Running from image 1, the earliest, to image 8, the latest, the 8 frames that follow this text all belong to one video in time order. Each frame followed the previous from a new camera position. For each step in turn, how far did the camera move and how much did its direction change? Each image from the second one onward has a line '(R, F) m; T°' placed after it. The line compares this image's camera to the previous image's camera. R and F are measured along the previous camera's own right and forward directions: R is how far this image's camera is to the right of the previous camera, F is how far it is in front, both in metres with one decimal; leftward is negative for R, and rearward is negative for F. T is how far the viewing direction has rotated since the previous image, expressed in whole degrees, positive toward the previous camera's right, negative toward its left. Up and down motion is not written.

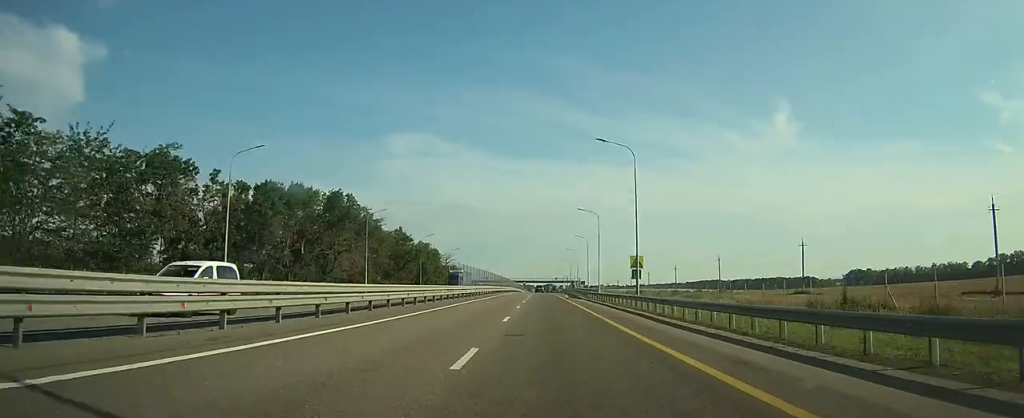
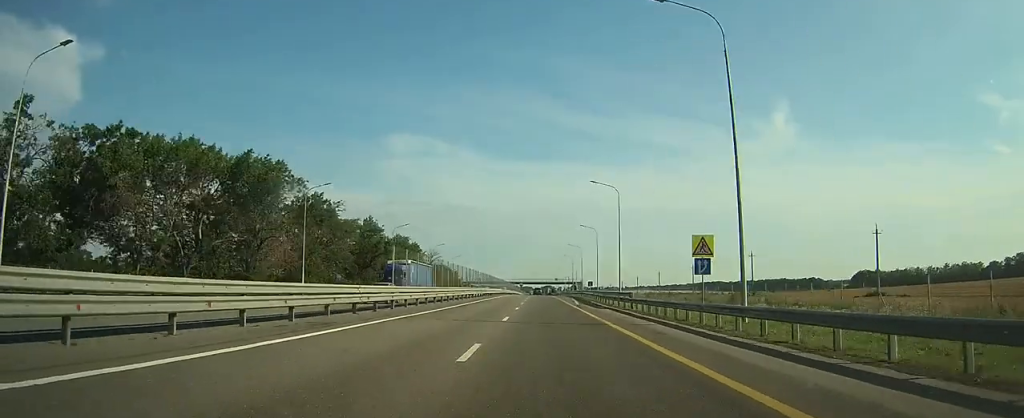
(+0.1, +23.0) m; 0°
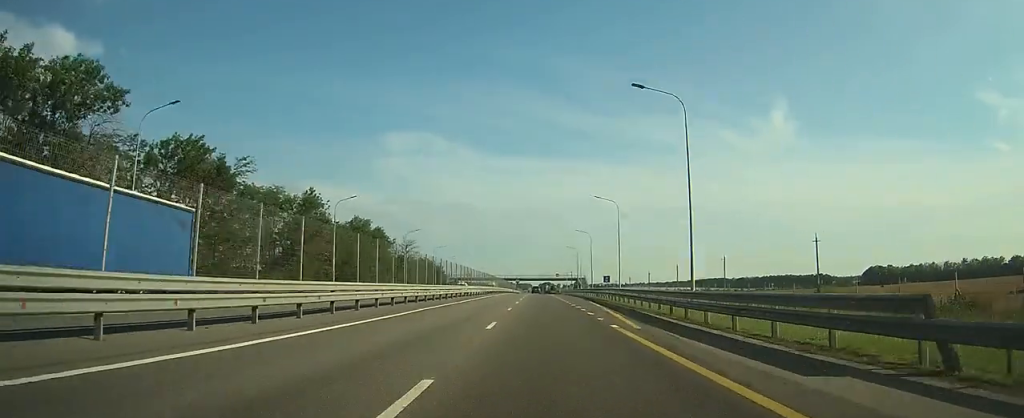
(0.0, +29.1) m; 0°
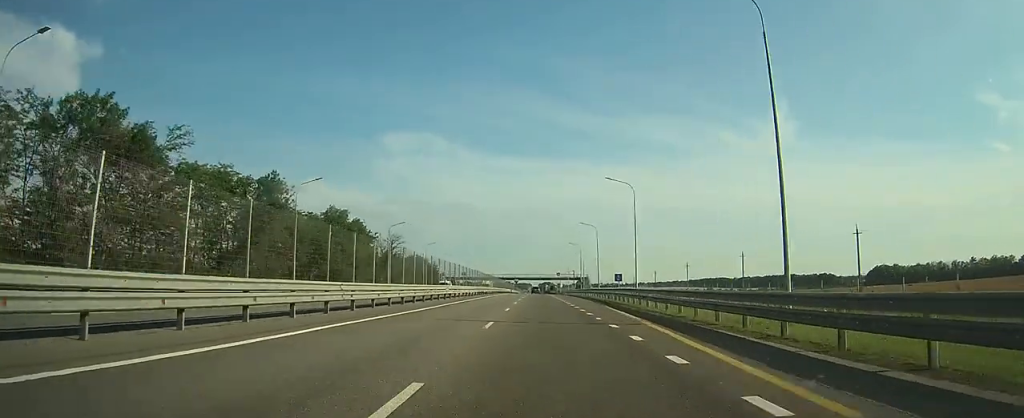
(0.0, +12.3) m; 0°
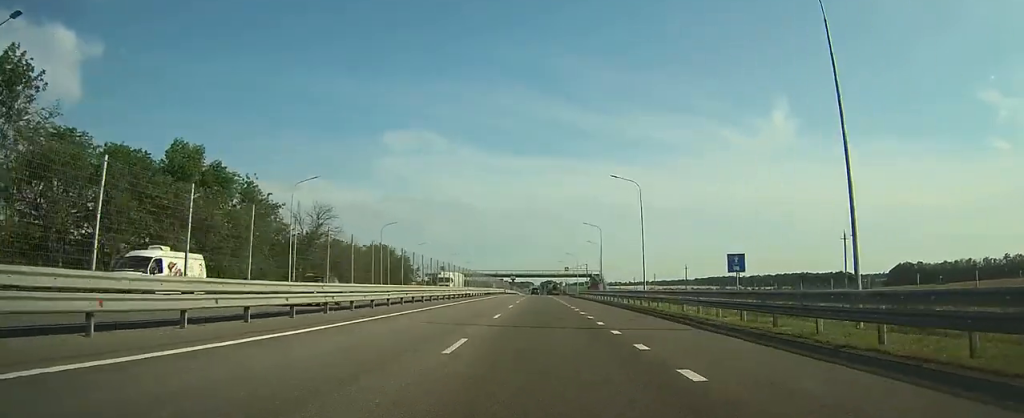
(0.0, +42.0) m; 0°
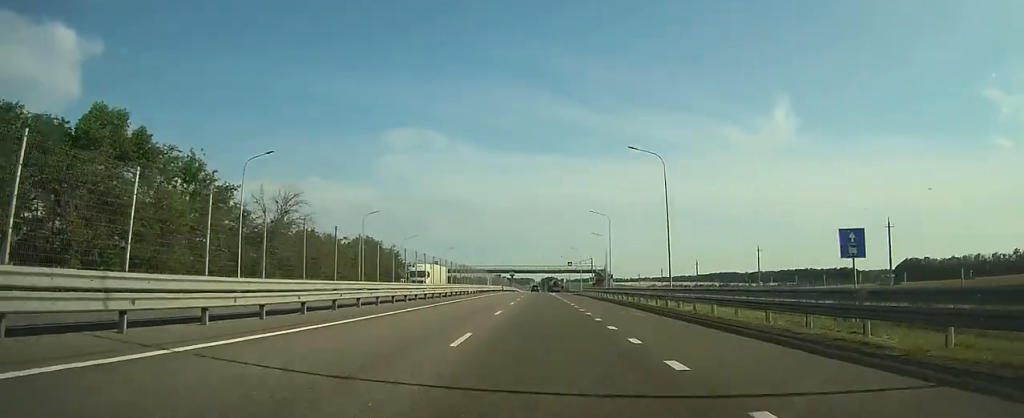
(0.0, +11.4) m; 0°
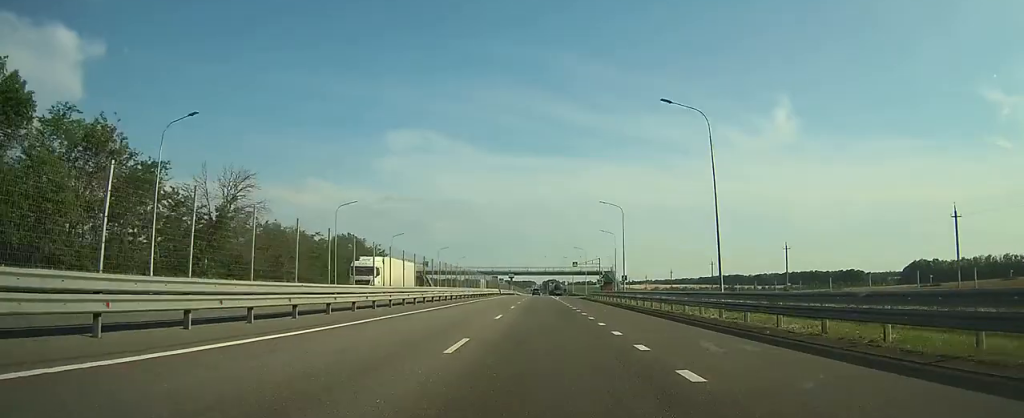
(0.0, +13.2) m; 0°
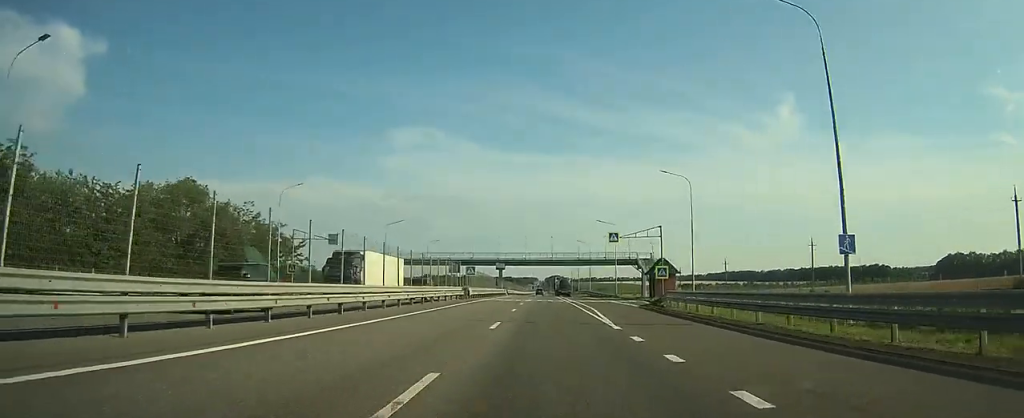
(0.0, +57.2) m; 0°
